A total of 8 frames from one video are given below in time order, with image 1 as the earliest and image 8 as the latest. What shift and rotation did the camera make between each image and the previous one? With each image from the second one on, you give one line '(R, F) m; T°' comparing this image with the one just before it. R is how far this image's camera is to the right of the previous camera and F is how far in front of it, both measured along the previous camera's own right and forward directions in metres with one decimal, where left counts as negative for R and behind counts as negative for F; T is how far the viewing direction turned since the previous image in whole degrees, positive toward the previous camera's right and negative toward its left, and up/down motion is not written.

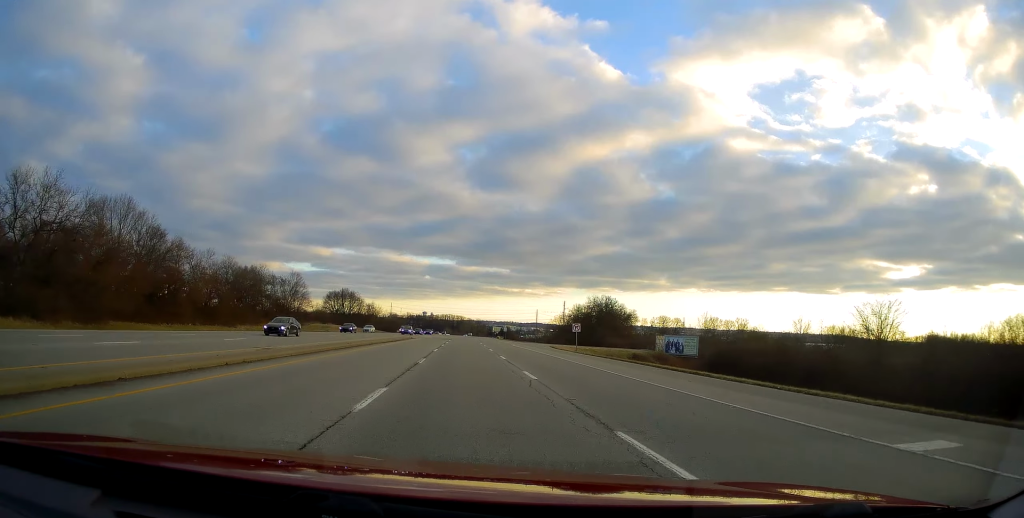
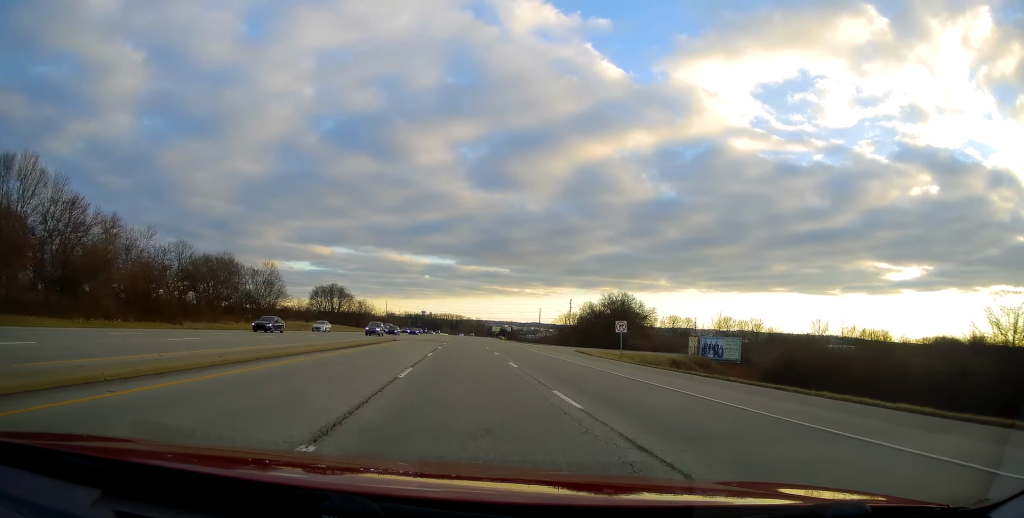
(-0.3, +18.7) m; 0°
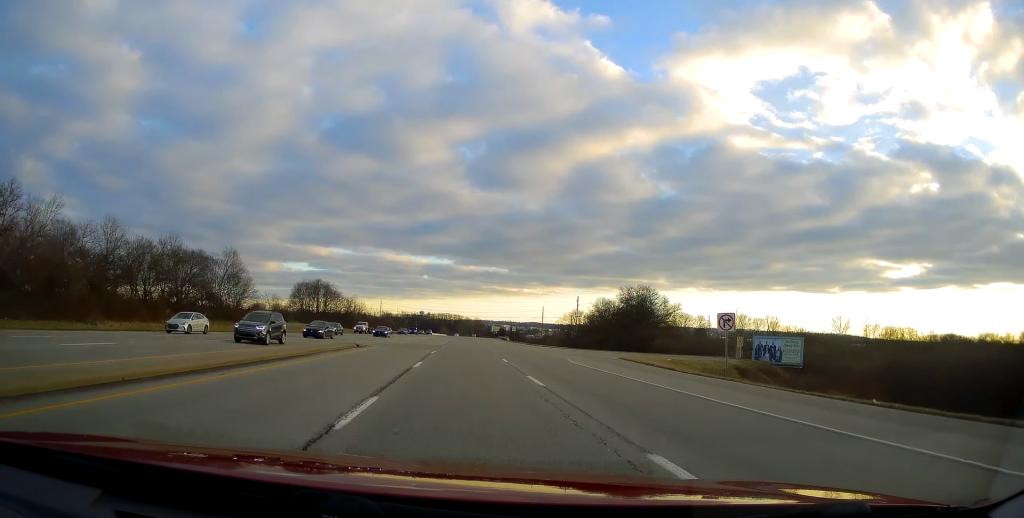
(+0.2, +19.6) m; 0°
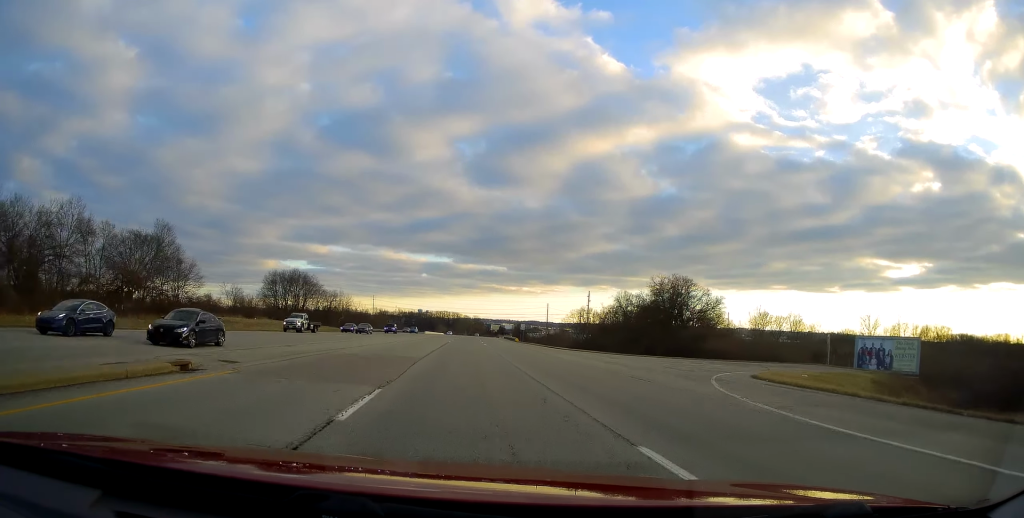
(-0.1, +24.1) m; 0°
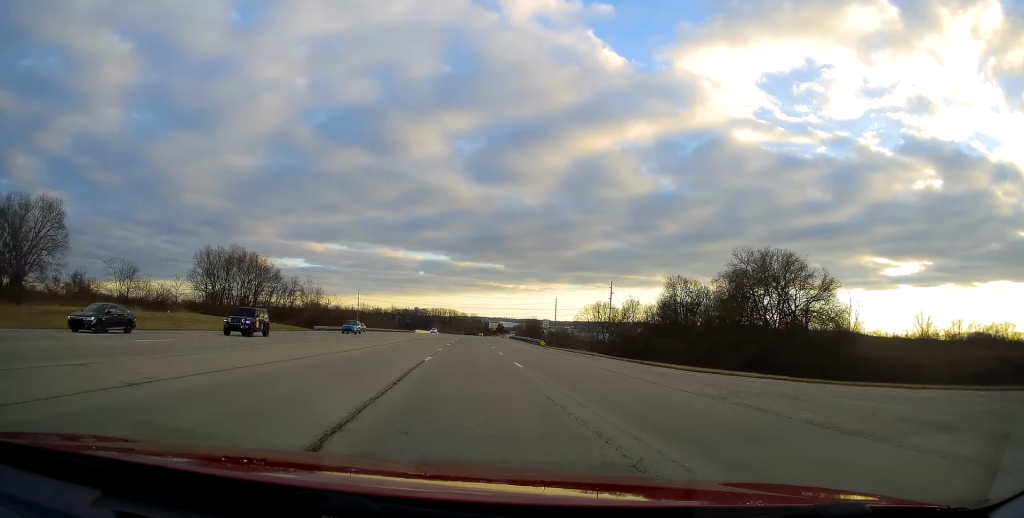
(+0.1, +38.3) m; 0°
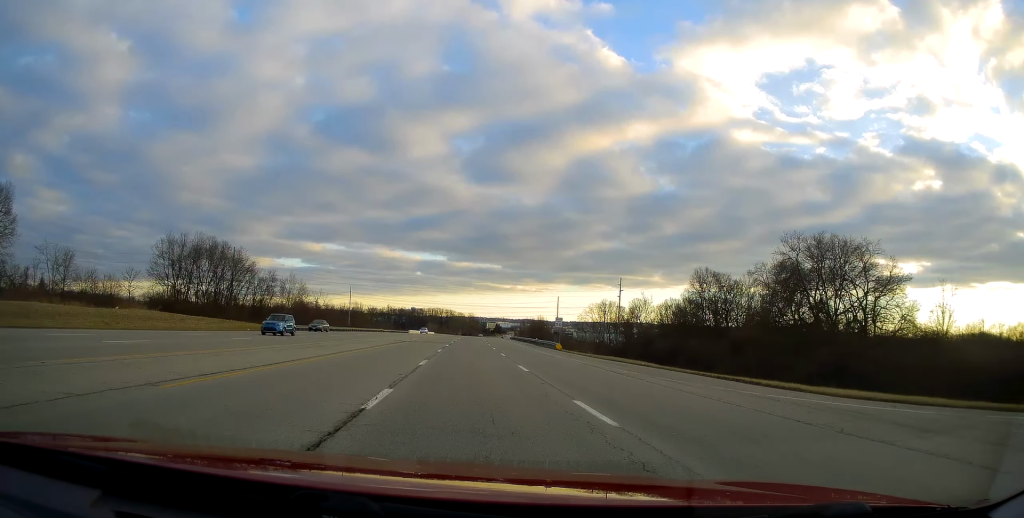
(-0.2, +14.2) m; 0°
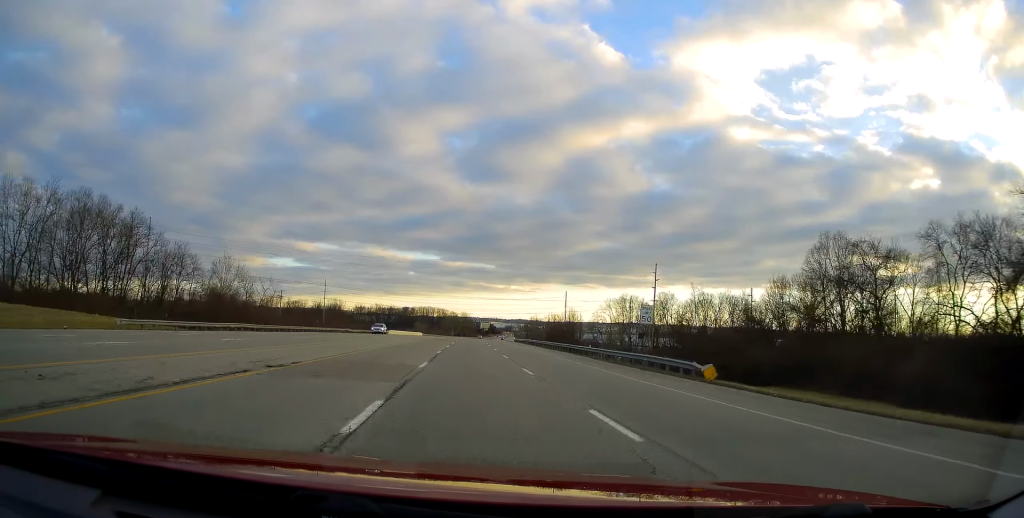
(+0.2, +38.2) m; +2°
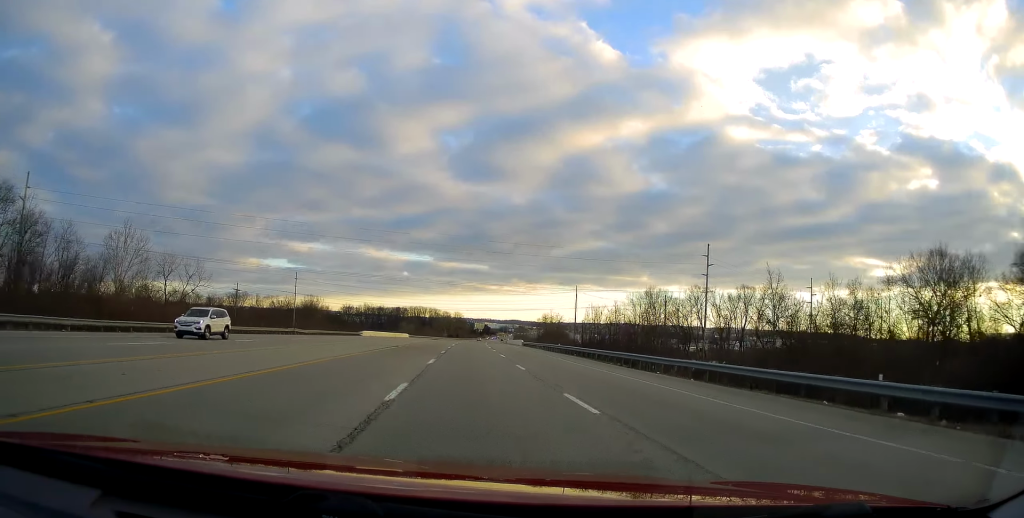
(+0.6, +33.9) m; +1°
